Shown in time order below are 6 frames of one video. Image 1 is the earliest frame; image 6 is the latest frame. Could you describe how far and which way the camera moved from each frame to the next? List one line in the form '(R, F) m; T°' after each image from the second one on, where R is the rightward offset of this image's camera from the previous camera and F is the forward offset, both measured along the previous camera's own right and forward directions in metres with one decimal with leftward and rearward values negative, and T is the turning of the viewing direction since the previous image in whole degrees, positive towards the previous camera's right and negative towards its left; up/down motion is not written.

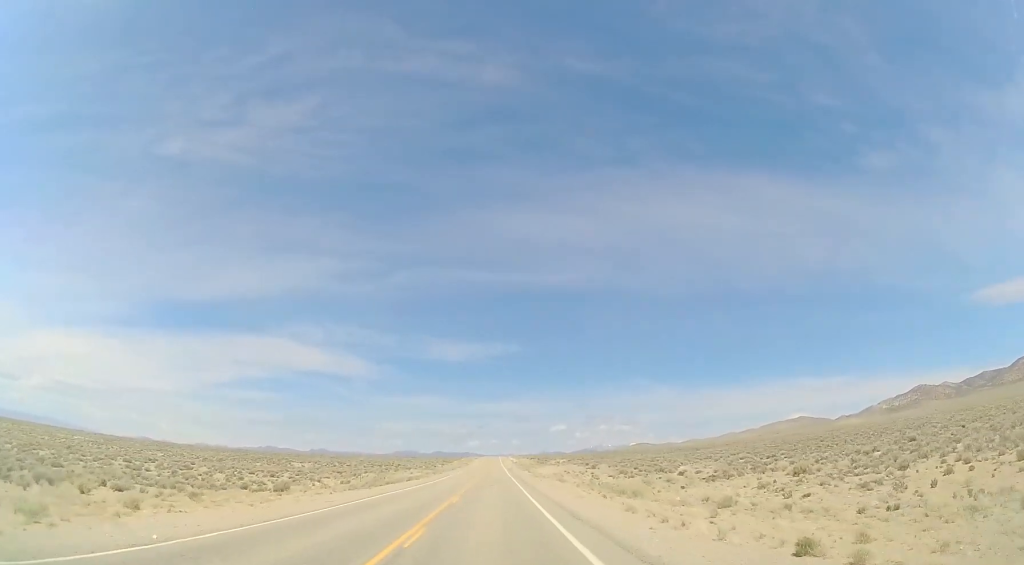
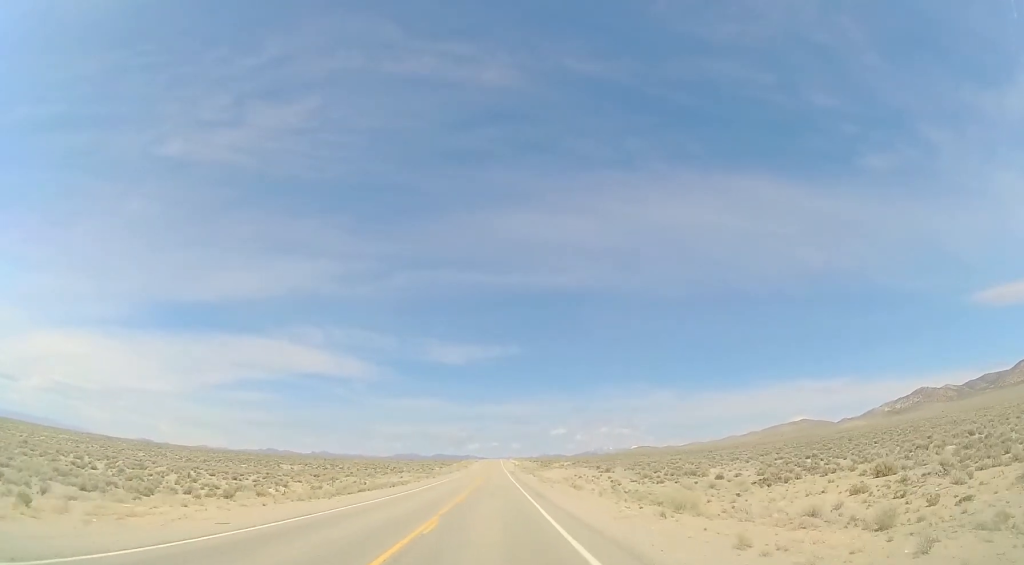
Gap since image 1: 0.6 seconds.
(+0.3, +9.7) m; 0°
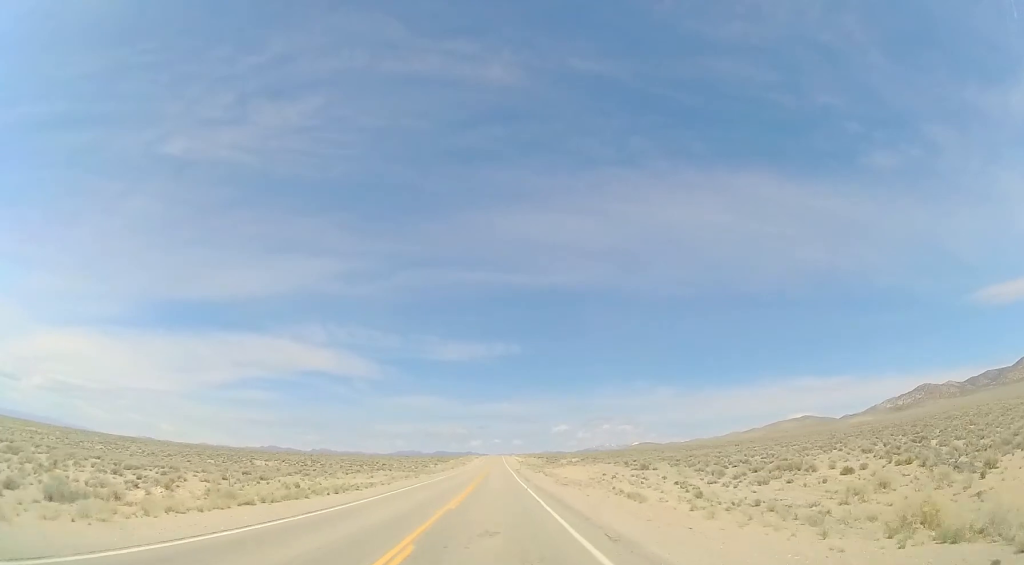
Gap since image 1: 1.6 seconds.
(-0.2, +18.3) m; -2°
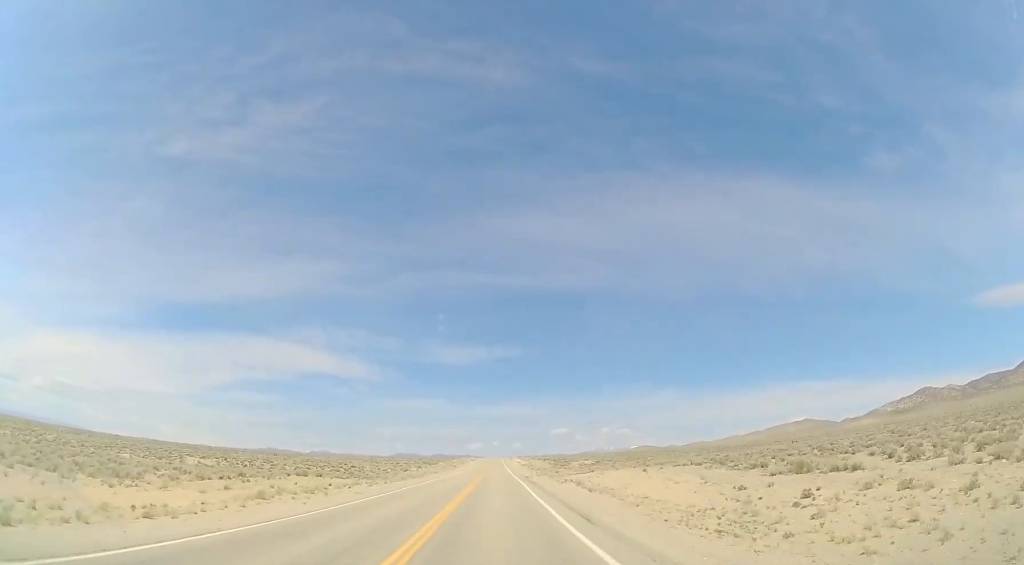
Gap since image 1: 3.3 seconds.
(-0.3, +31.8) m; +1°
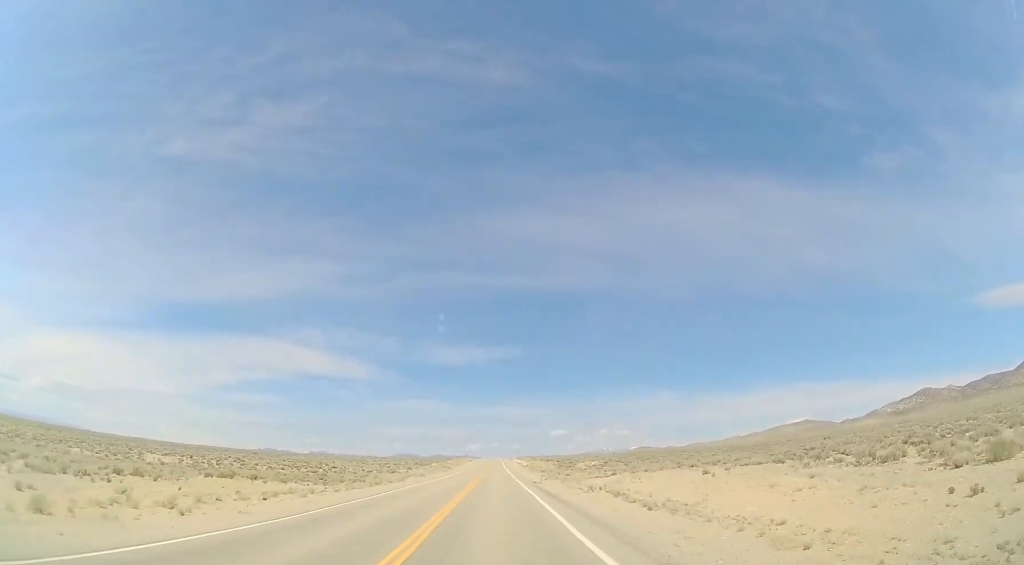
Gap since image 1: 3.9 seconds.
(+0.3, +13.5) m; 0°
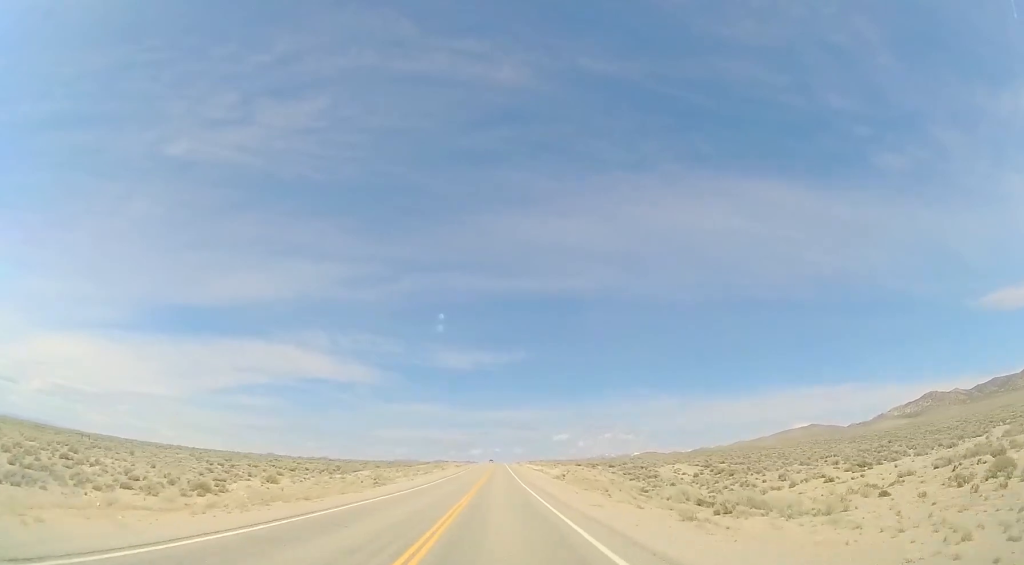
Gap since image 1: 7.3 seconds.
(-1.6, +72.4) m; -1°
